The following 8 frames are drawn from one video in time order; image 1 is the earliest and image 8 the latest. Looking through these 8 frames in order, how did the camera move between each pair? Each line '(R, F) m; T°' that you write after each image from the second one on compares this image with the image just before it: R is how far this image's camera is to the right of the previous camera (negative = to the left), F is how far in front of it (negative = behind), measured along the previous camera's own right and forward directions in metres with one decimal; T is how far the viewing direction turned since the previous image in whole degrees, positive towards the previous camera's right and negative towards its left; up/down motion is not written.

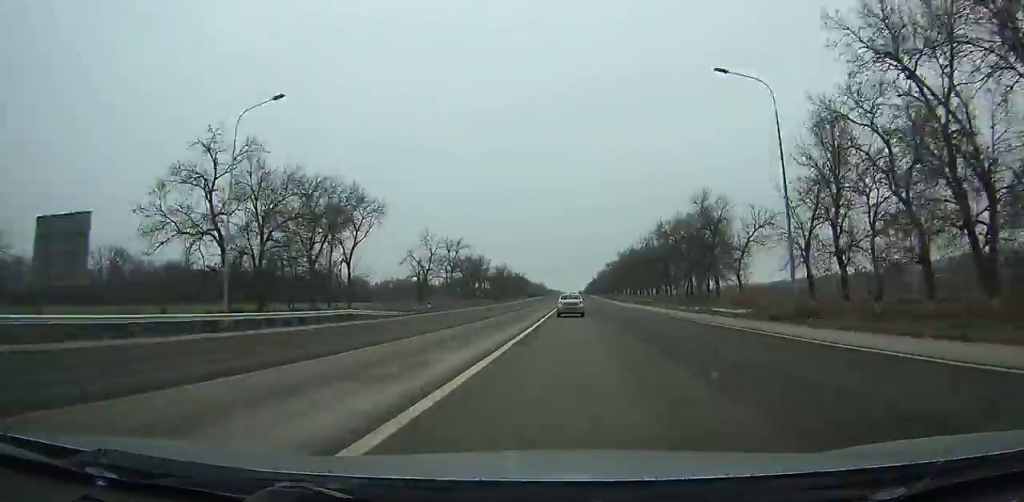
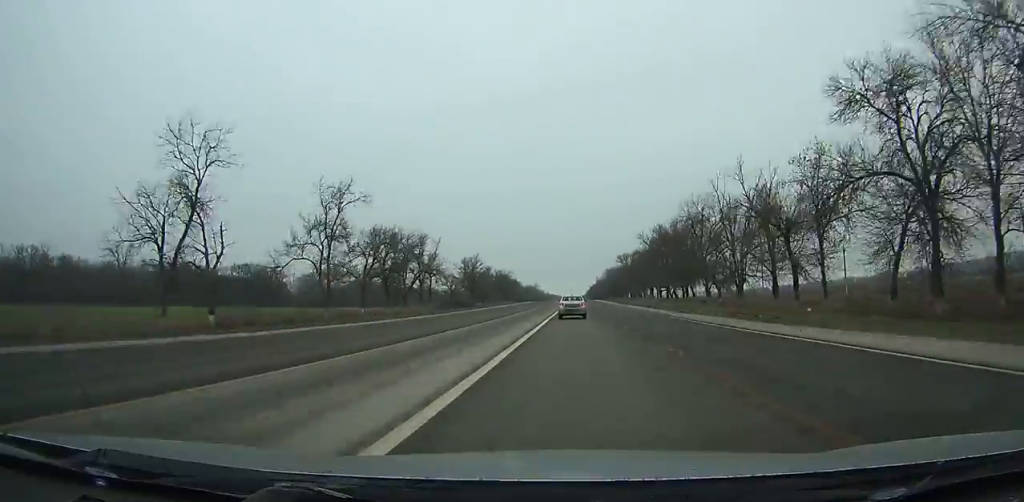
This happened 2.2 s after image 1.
(-0.2, +67.7) m; 0°
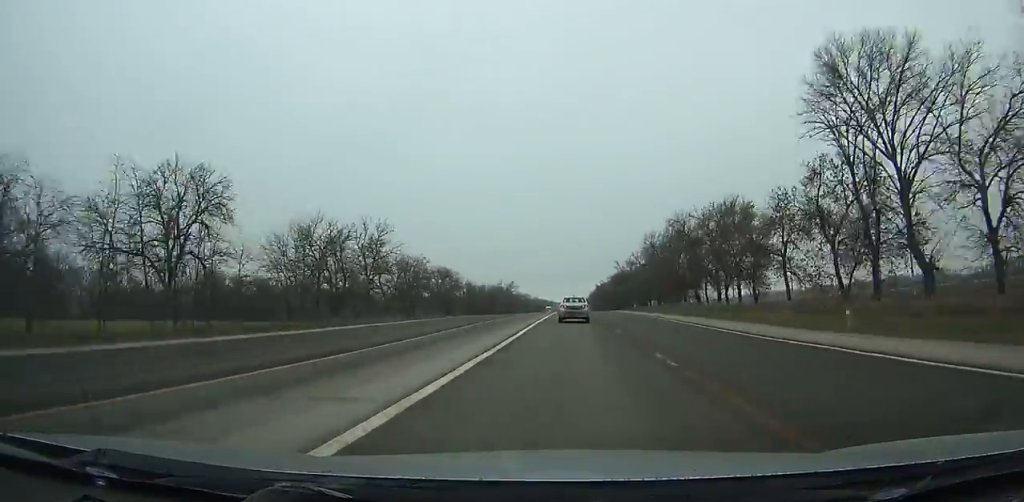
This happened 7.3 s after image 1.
(+0.6, +157.4) m; 0°
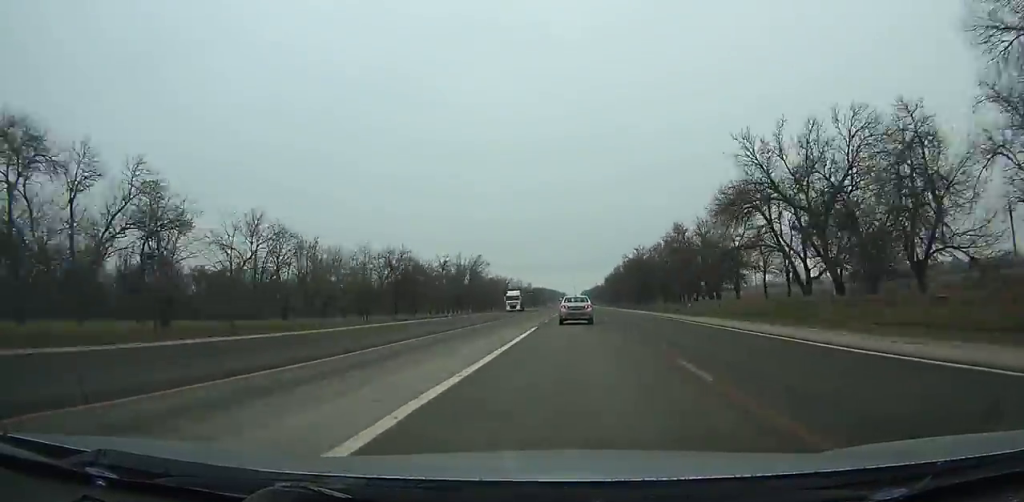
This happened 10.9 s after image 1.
(+0.1, +110.1) m; 0°
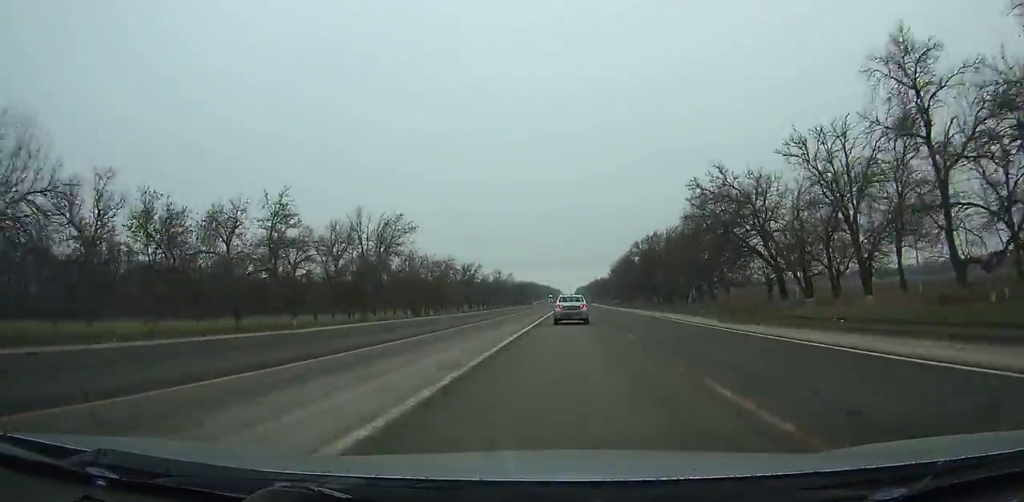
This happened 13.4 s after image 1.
(-0.1, +75.5) m; 0°
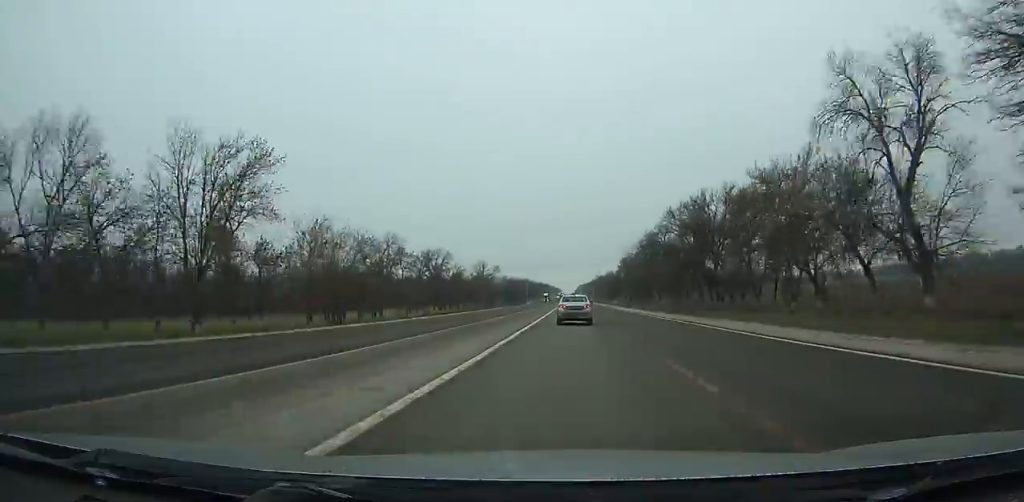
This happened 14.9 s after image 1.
(0.0, +45.0) m; 0°
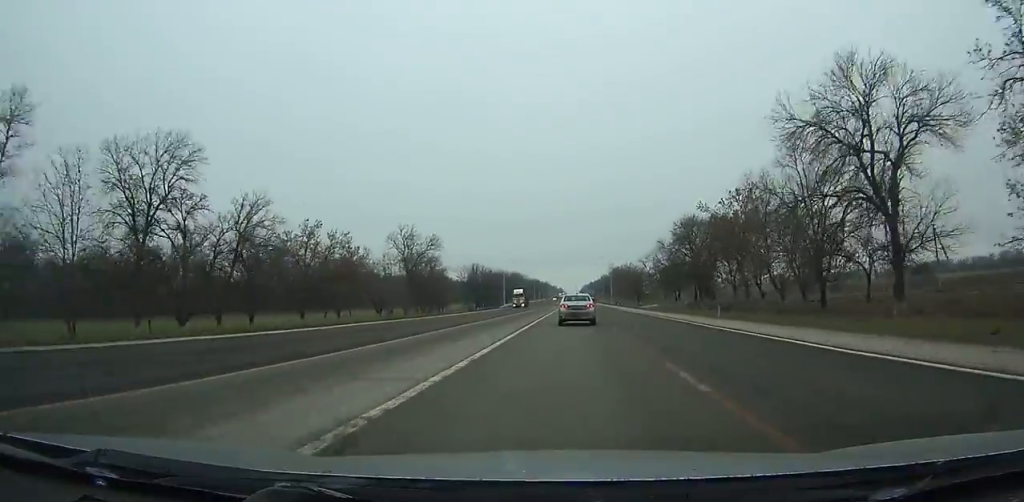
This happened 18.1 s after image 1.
(-0.1, +94.9) m; 0°
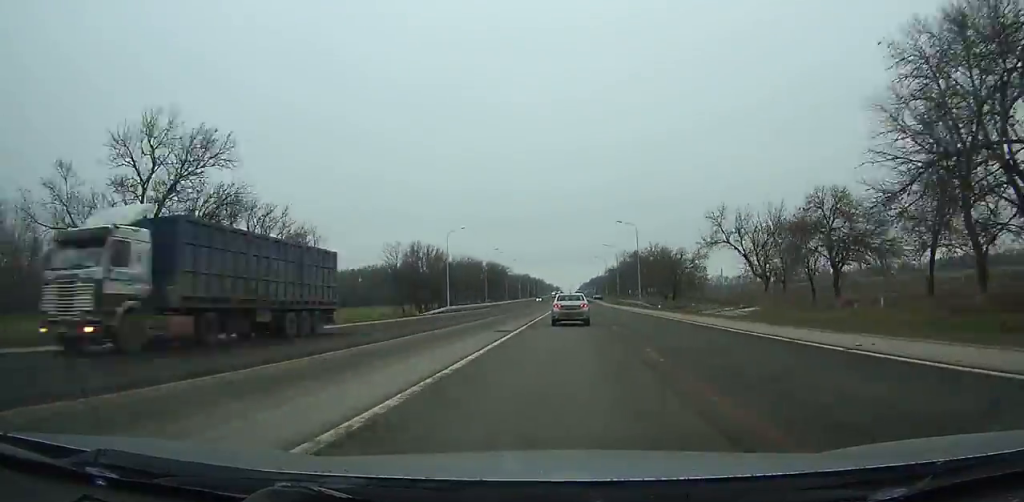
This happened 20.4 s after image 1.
(0.0, +67.5) m; 0°
